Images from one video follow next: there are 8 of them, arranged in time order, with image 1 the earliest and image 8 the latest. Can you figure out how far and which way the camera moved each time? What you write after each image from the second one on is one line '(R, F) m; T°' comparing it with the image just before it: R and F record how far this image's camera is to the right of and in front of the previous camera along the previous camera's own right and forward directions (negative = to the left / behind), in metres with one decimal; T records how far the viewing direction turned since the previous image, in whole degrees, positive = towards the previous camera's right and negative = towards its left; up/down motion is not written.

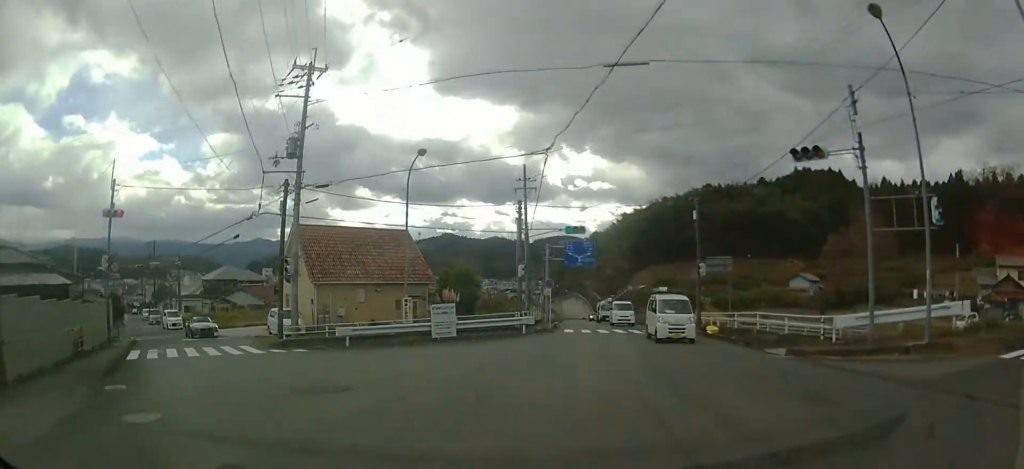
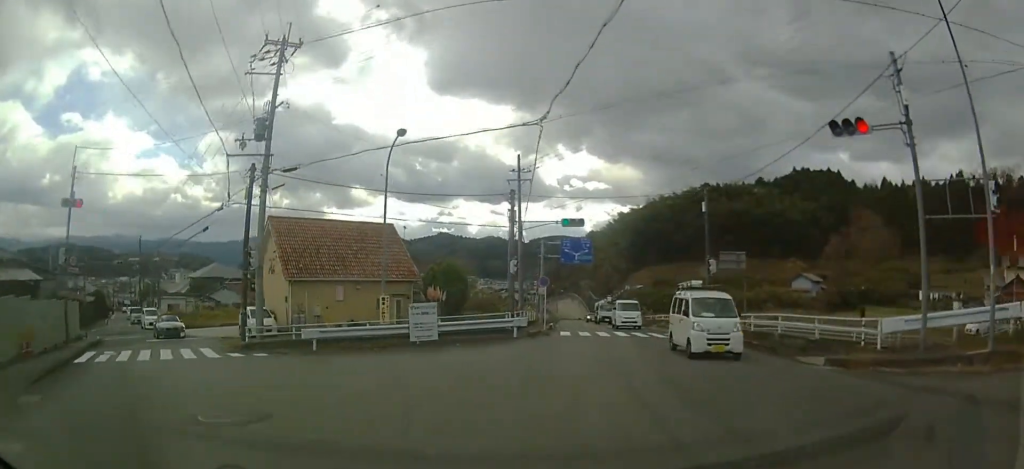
(0.0, +2.2) m; +1°
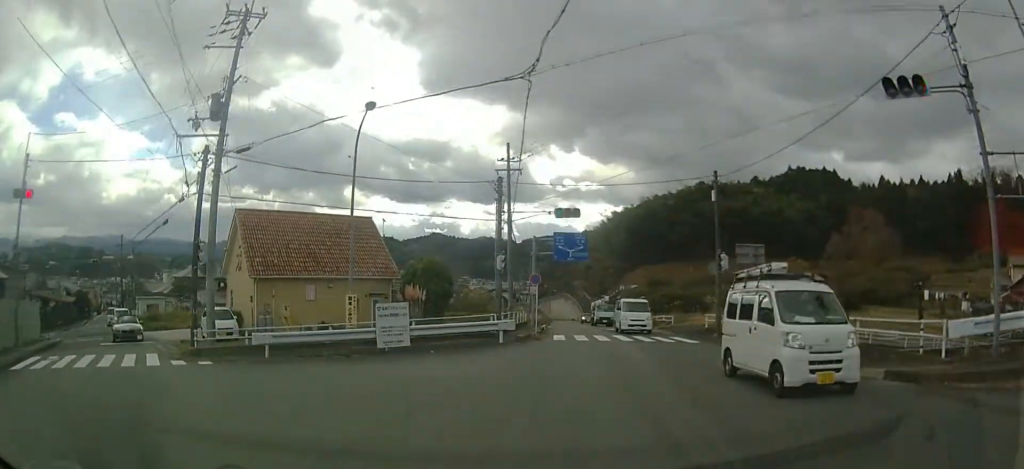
(0.0, +2.3) m; +1°
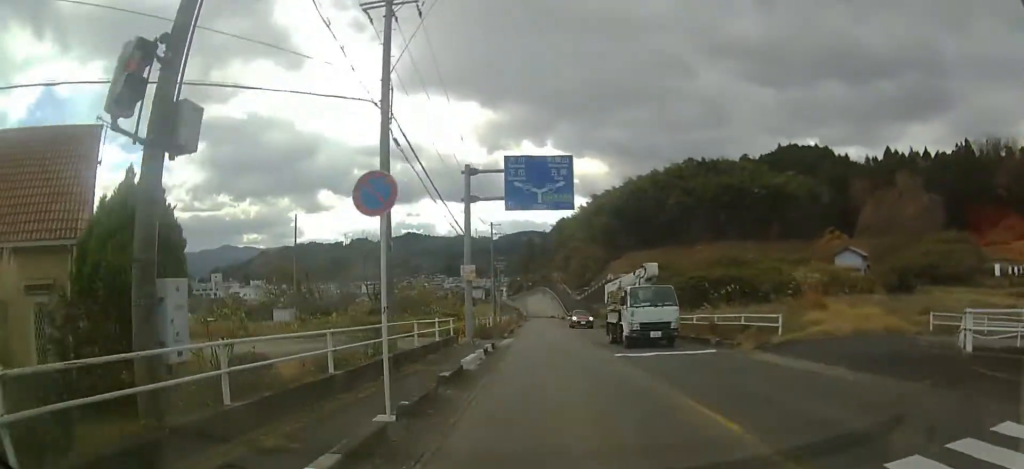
(+1.3, +19.5) m; +5°
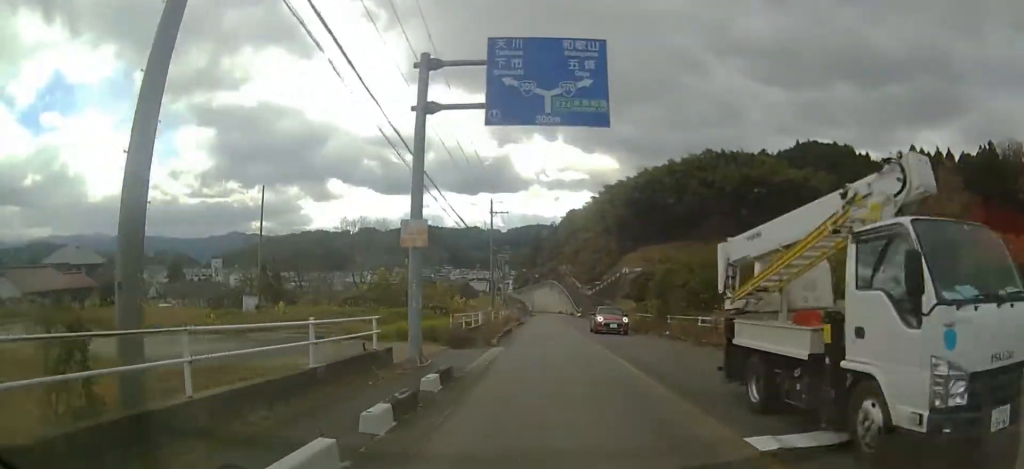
(-0.1, +9.2) m; -2°
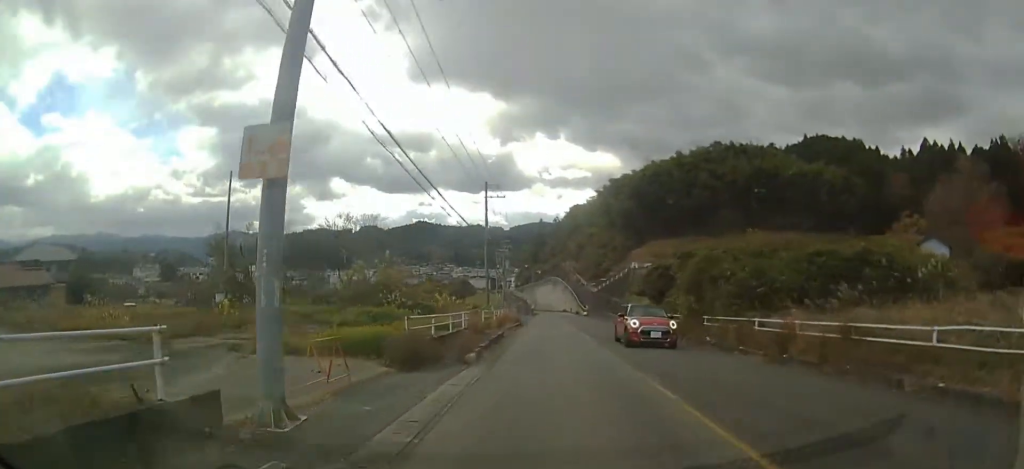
(-0.1, +6.0) m; -1°
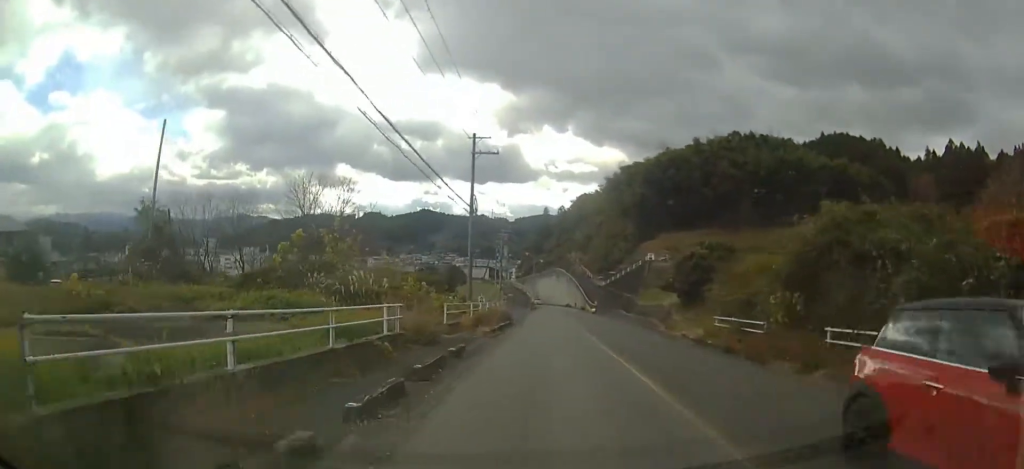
(0.0, +9.8) m; 0°
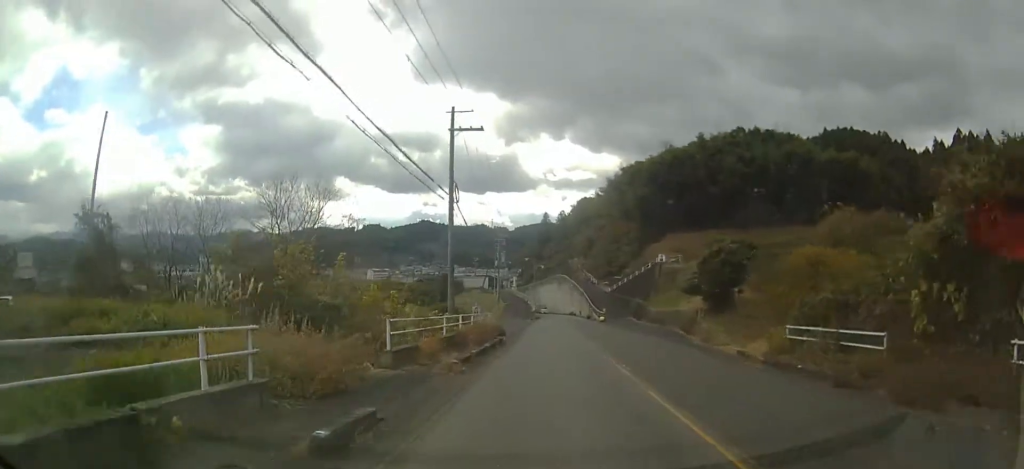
(+0.1, +6.3) m; 0°
